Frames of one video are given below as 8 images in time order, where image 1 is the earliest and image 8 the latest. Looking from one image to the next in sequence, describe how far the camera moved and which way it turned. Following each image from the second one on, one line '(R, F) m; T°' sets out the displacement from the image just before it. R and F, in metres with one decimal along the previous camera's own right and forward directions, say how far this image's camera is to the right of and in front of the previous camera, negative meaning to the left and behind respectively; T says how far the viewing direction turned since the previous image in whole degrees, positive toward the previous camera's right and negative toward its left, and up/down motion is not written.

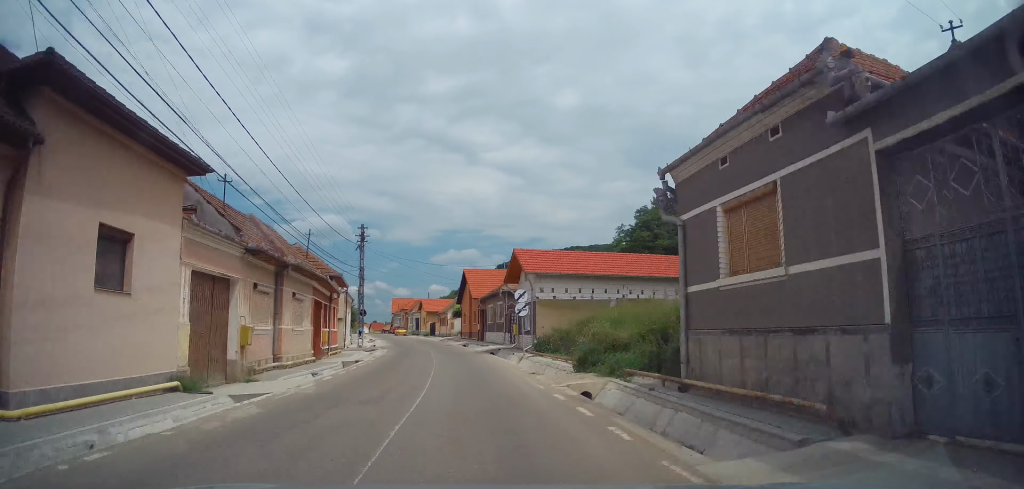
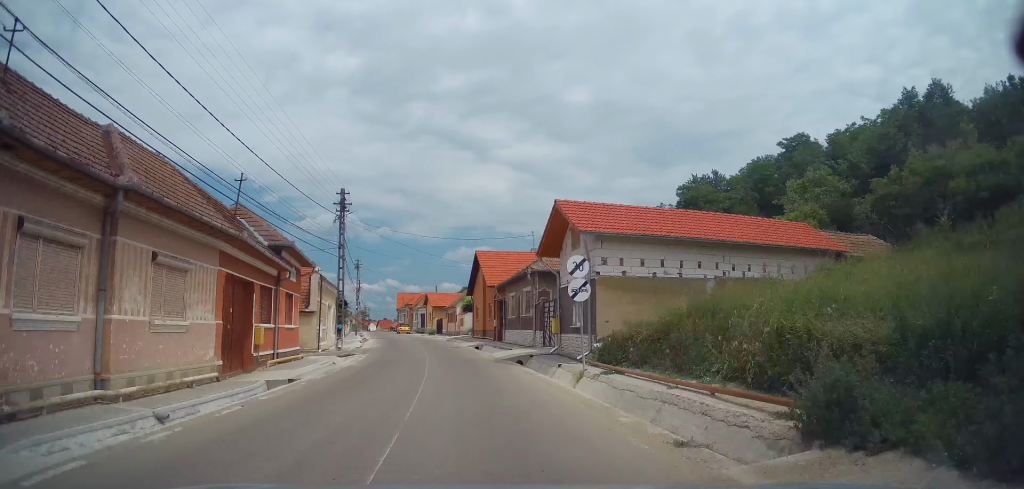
(-0.3, +11.0) m; -3°
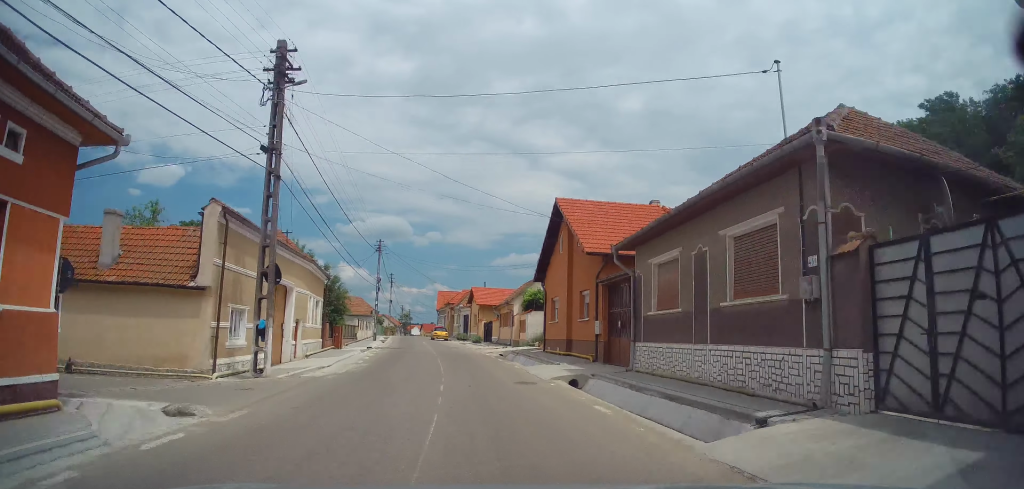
(-0.6, +19.1) m; -4°
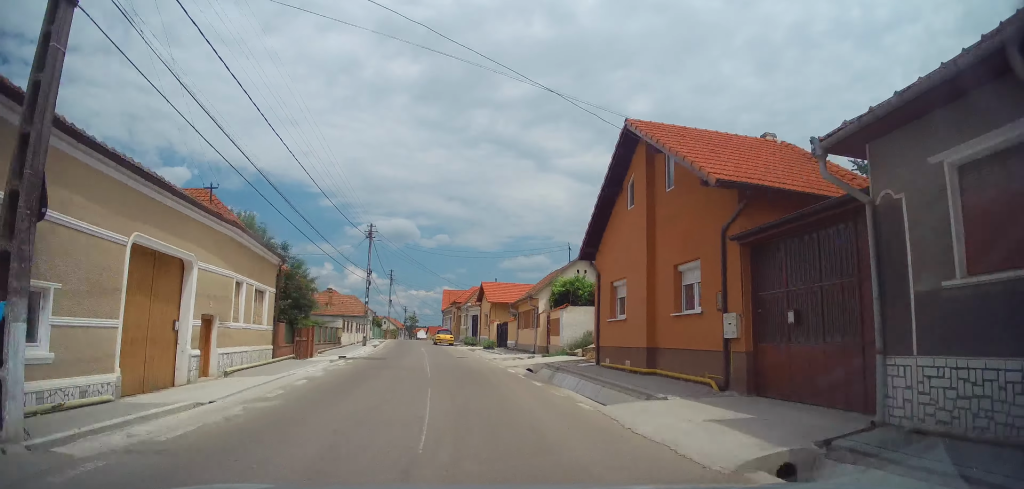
(-0.3, +9.7) m; -2°
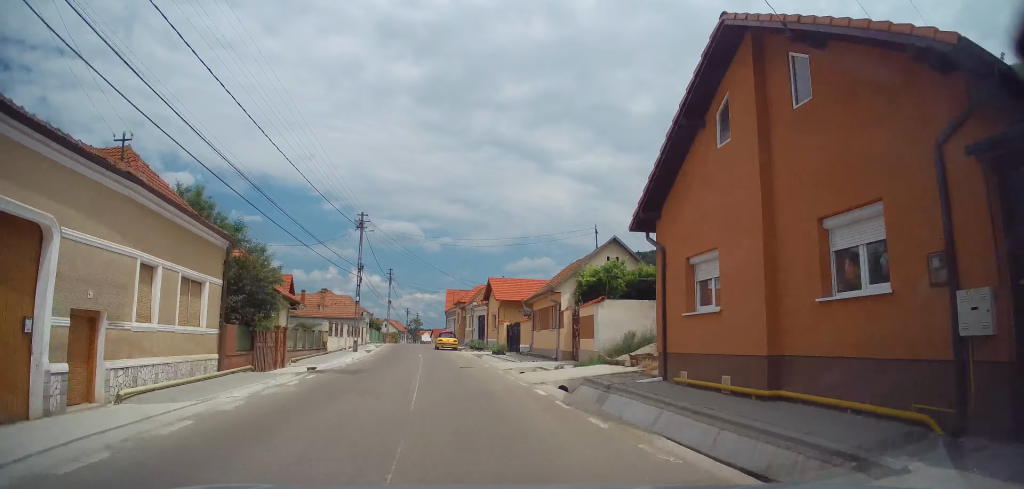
(-0.1, +5.8) m; -1°
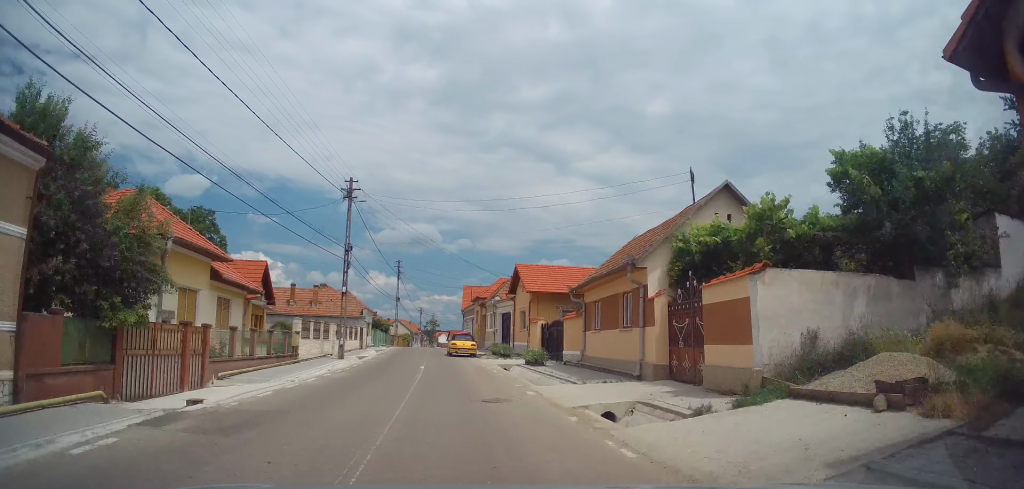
(-0.2, +9.9) m; -2°
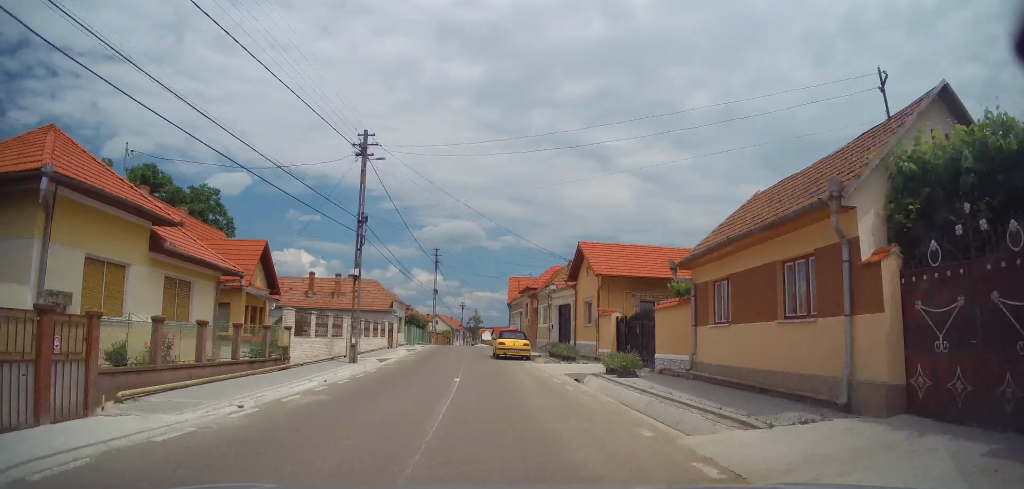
(0.0, +7.2) m; -2°
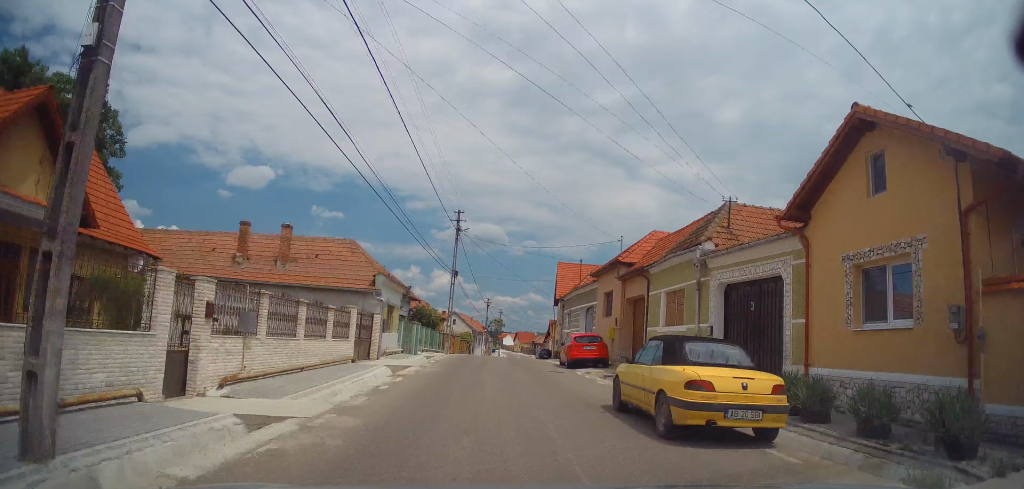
(-1.1, +18.8) m; -4°
